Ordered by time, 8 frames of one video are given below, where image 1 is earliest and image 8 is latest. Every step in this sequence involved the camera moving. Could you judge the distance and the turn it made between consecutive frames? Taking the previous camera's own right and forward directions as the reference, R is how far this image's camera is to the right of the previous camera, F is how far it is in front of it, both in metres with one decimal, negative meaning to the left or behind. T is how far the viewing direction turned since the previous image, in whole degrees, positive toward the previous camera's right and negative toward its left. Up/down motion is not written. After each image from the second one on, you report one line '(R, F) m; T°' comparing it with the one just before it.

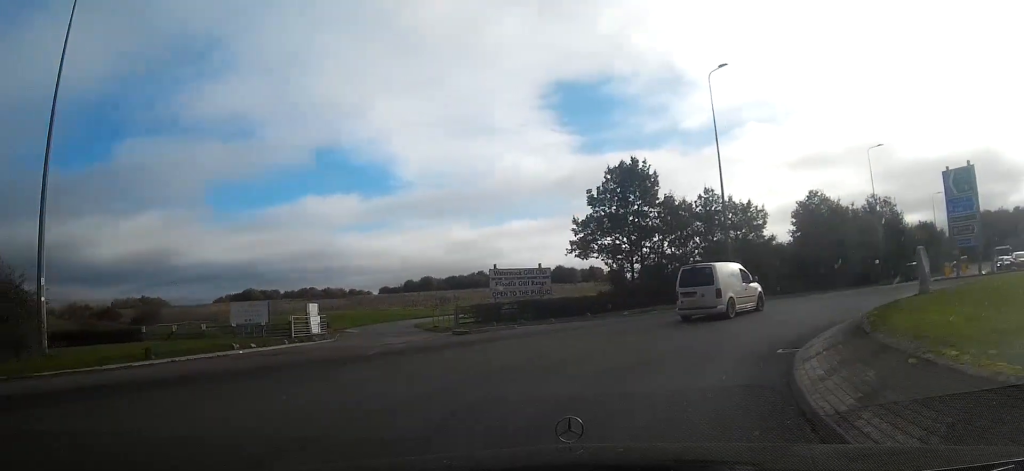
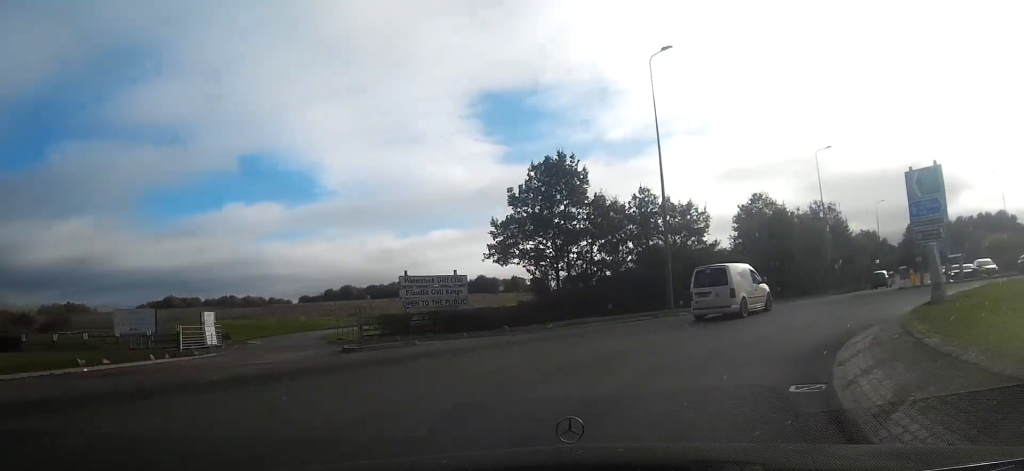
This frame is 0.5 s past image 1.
(0.0, +4.0) m; +6°
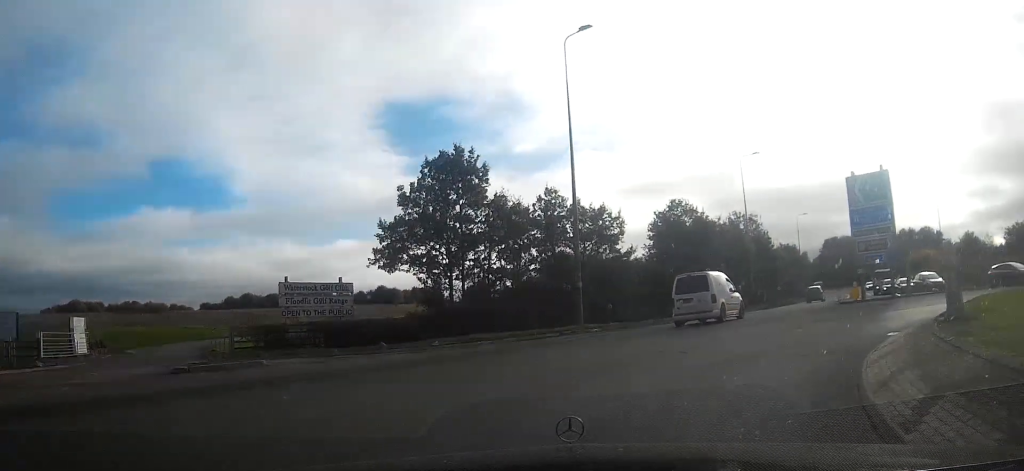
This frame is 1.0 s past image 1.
(+0.4, +4.1) m; +10°
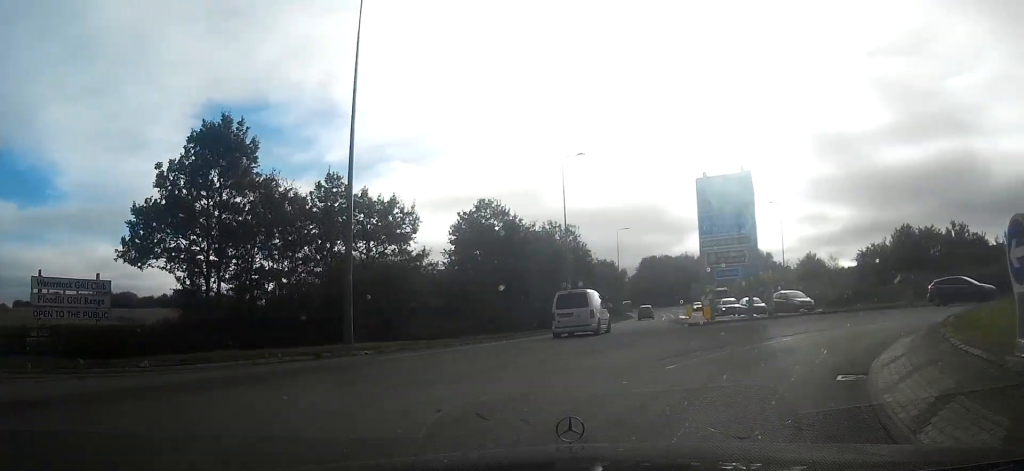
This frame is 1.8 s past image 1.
(+0.7, +6.2) m; +16°
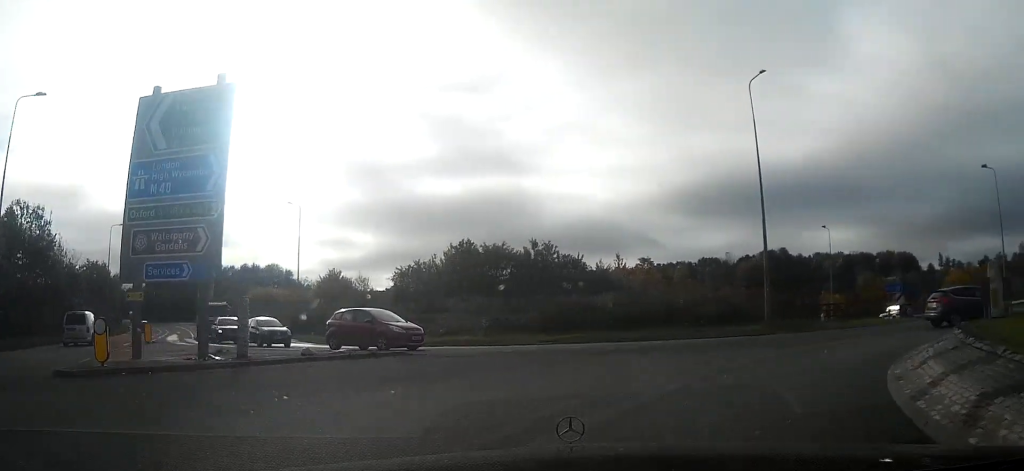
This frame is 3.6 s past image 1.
(+5.1, +14.1) m; +43°
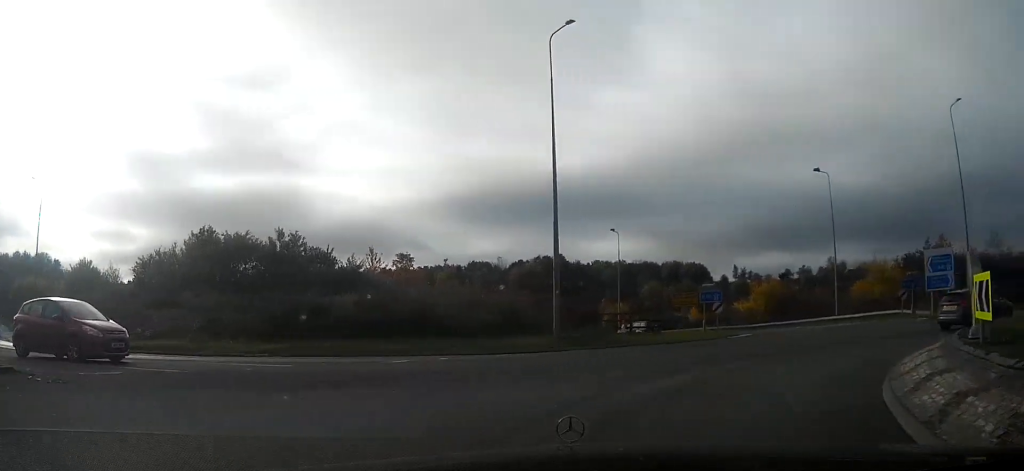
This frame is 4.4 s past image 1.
(+1.3, +6.9) m; +22°
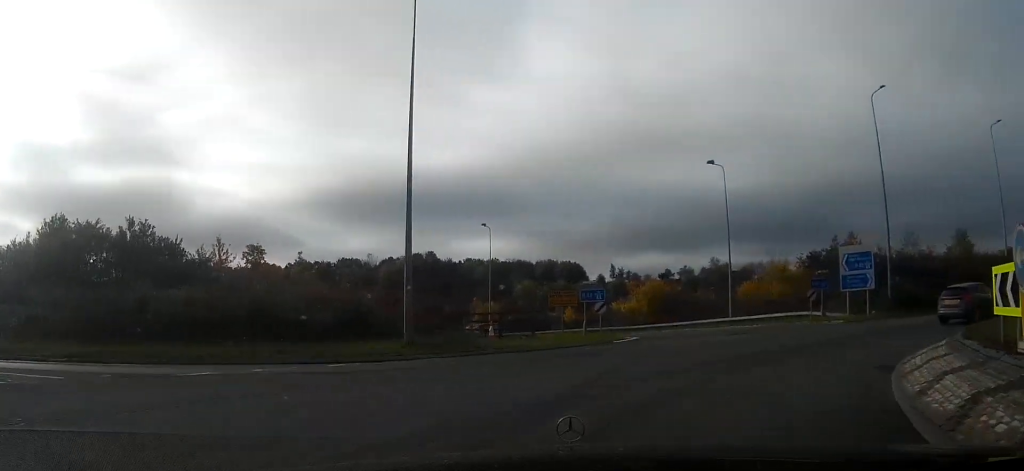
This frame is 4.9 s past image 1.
(+0.8, +4.1) m; +12°
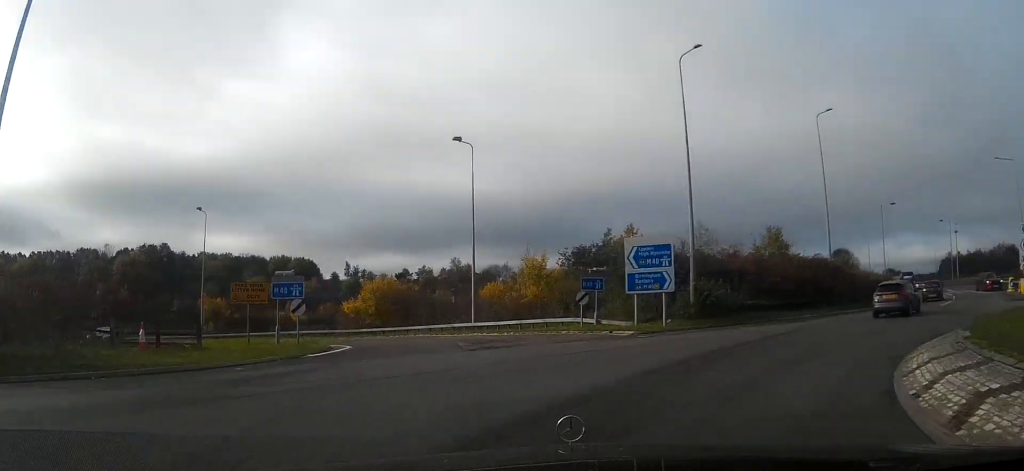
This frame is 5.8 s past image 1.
(+1.5, +7.9) m; +24°
